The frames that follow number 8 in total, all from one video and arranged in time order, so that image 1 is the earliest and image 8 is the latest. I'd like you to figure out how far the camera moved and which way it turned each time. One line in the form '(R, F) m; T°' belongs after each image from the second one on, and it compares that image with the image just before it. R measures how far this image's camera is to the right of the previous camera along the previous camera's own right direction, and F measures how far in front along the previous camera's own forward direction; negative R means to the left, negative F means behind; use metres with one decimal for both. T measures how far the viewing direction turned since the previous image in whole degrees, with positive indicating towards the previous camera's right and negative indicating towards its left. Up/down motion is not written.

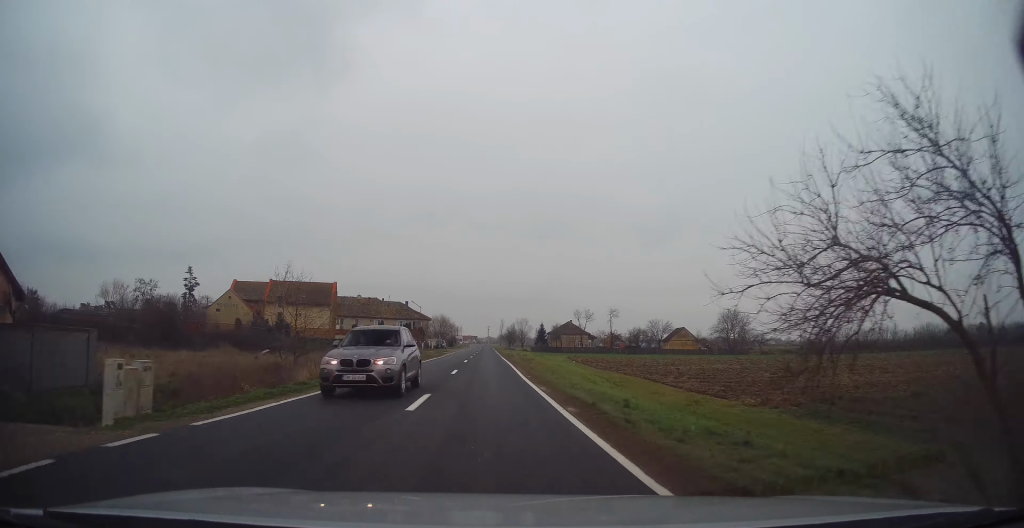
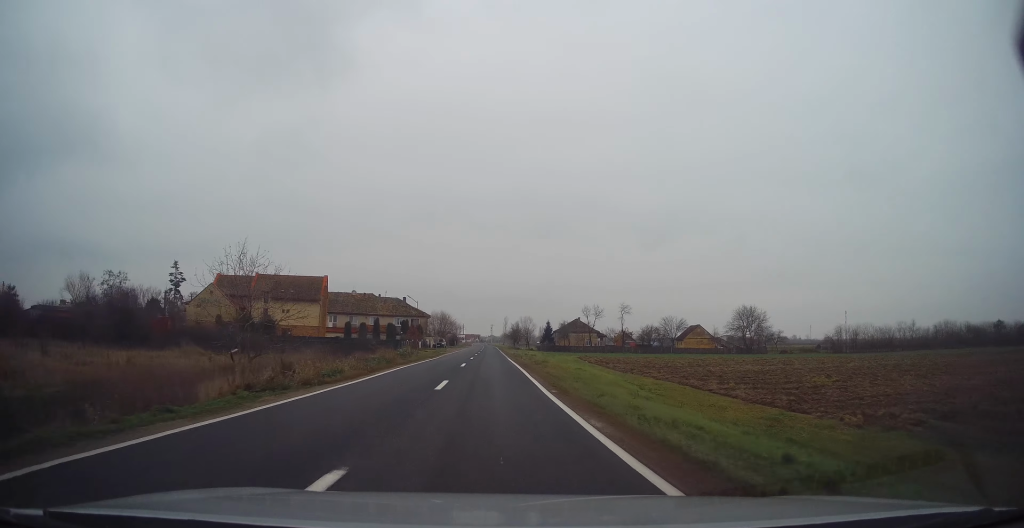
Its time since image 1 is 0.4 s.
(-0.2, +7.5) m; 0°
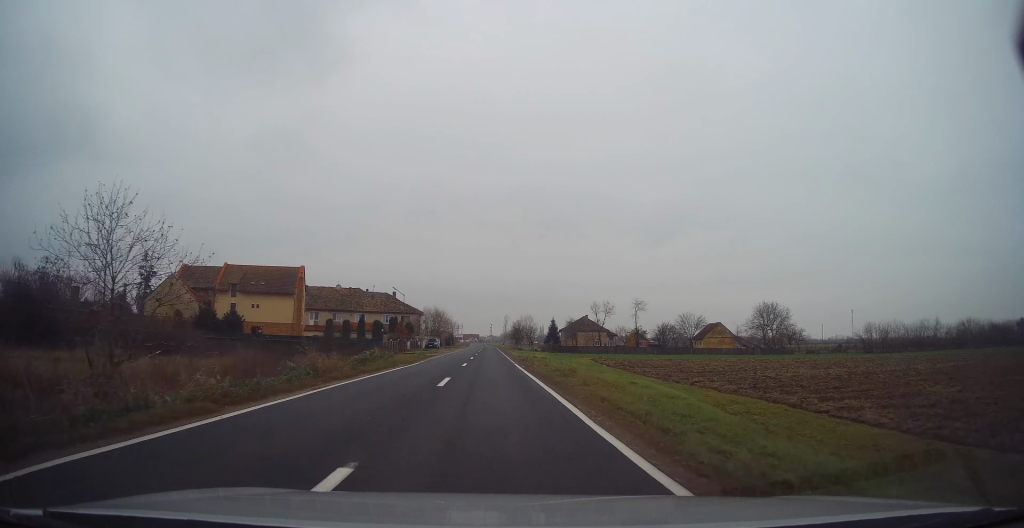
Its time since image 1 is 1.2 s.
(+0.2, +11.9) m; 0°
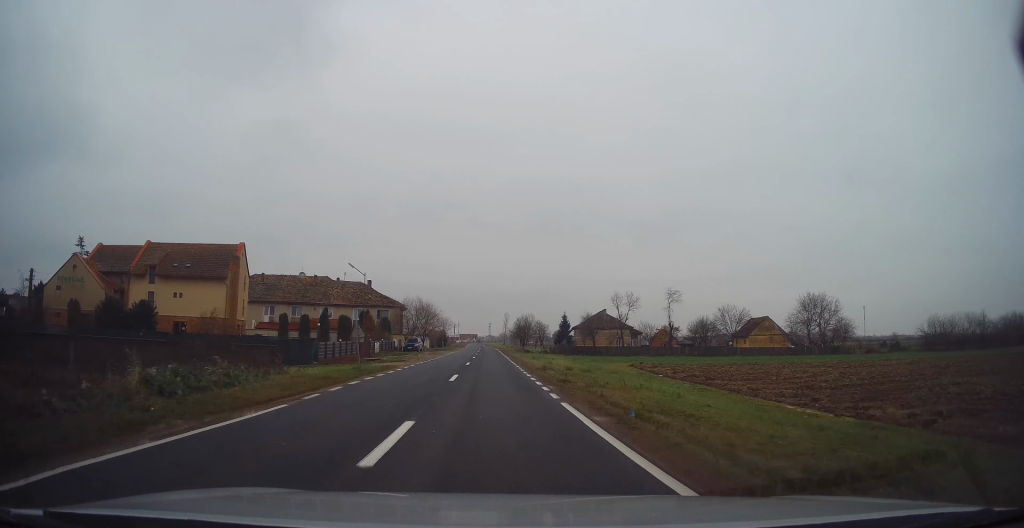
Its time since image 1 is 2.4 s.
(-0.2, +20.7) m; -1°
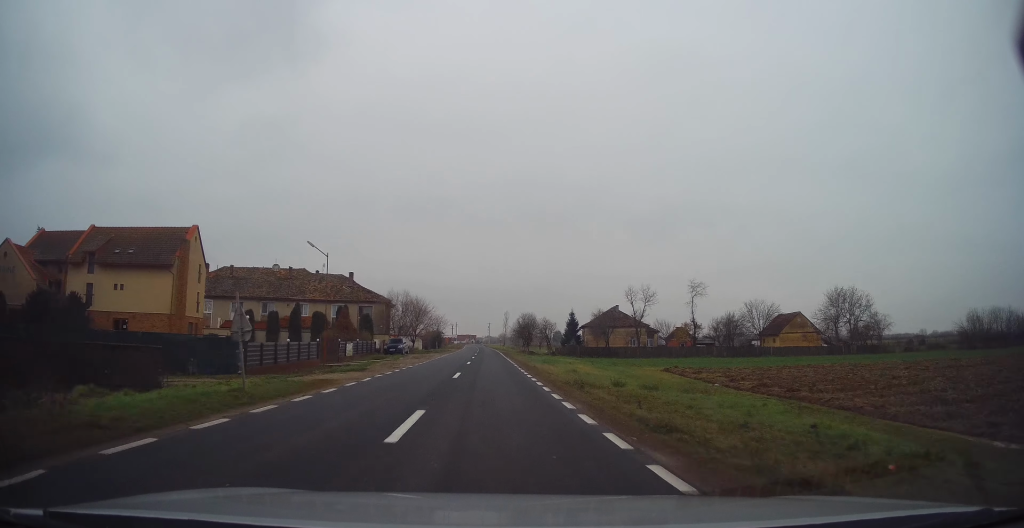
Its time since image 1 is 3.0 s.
(0.0, +11.1) m; +1°
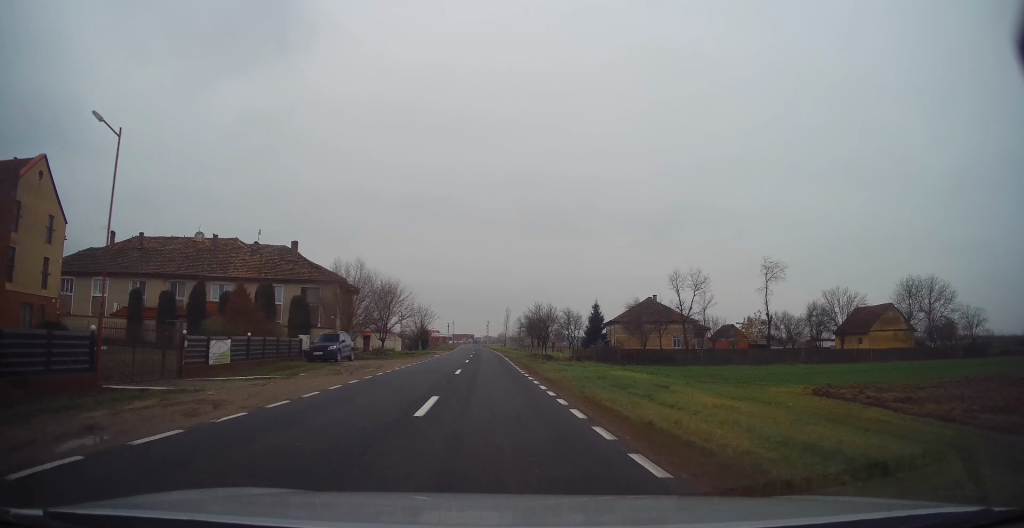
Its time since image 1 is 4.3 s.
(+0.3, +21.3) m; +2°
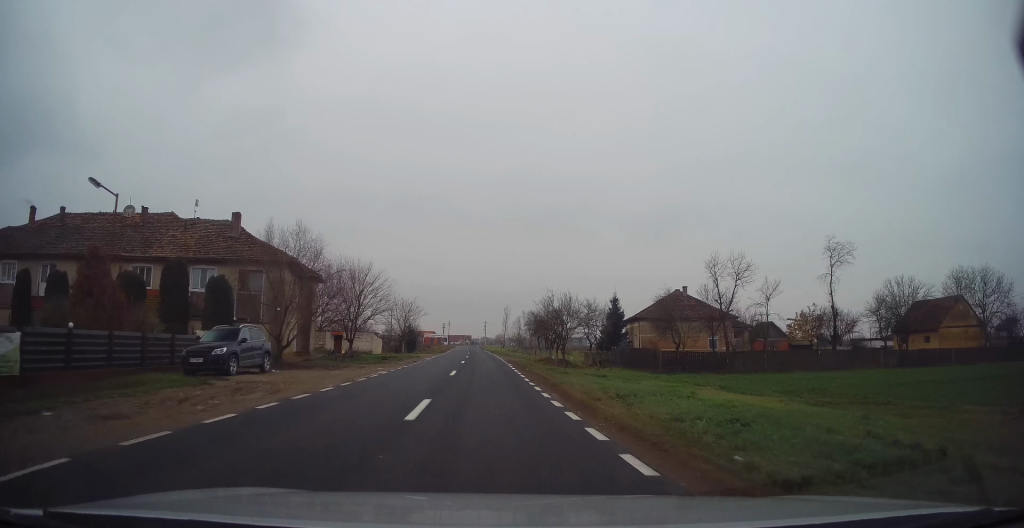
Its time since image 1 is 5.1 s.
(+0.1, +12.2) m; -1°
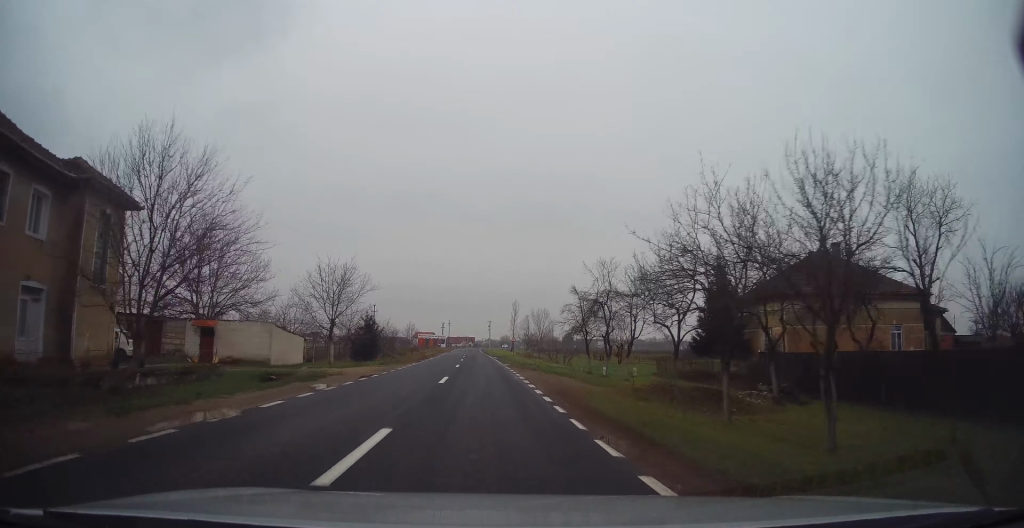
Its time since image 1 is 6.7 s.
(-0.5, +27.4) m; -1°
